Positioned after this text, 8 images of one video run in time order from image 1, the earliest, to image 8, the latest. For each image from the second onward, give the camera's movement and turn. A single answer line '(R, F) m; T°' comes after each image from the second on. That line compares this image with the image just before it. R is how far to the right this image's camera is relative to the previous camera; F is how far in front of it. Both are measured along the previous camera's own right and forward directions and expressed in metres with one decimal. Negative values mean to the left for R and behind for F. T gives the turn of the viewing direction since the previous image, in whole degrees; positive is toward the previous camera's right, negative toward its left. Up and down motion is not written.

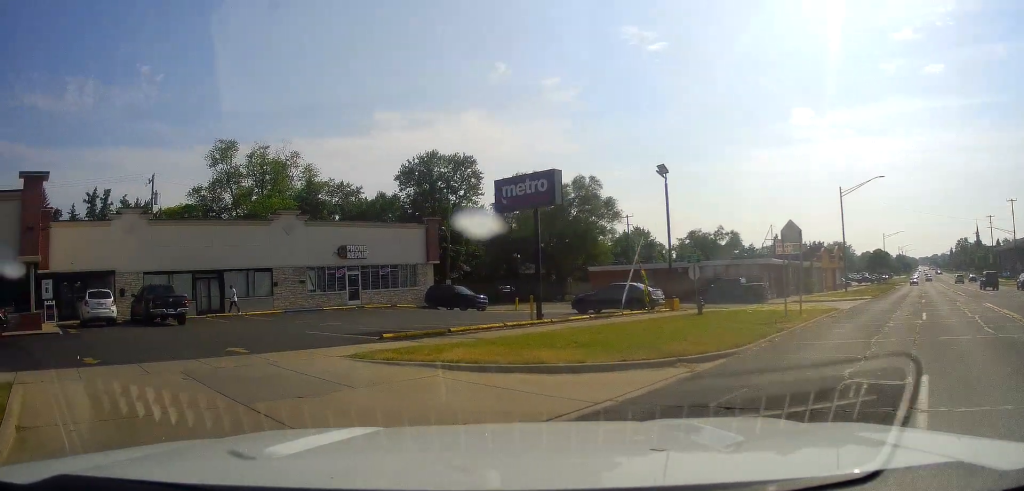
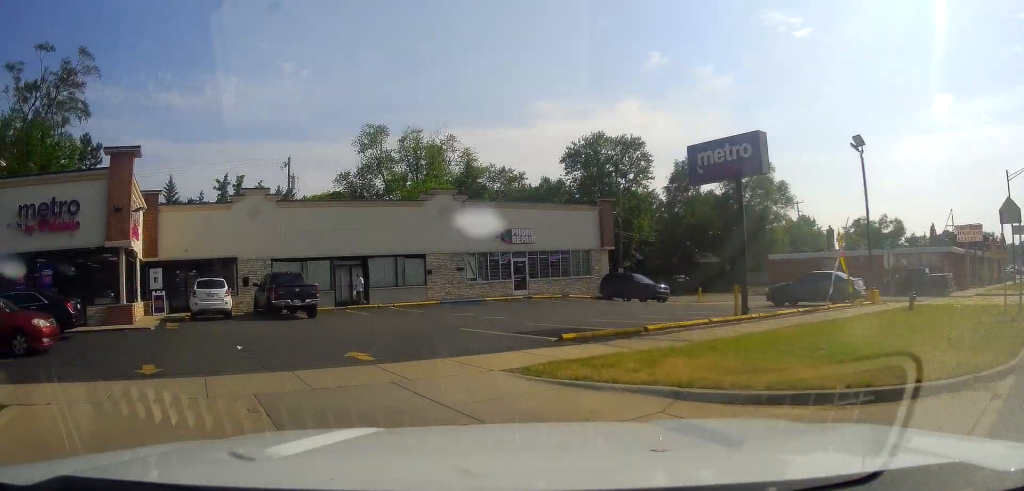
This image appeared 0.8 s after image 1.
(-1.2, +3.8) m; -18°
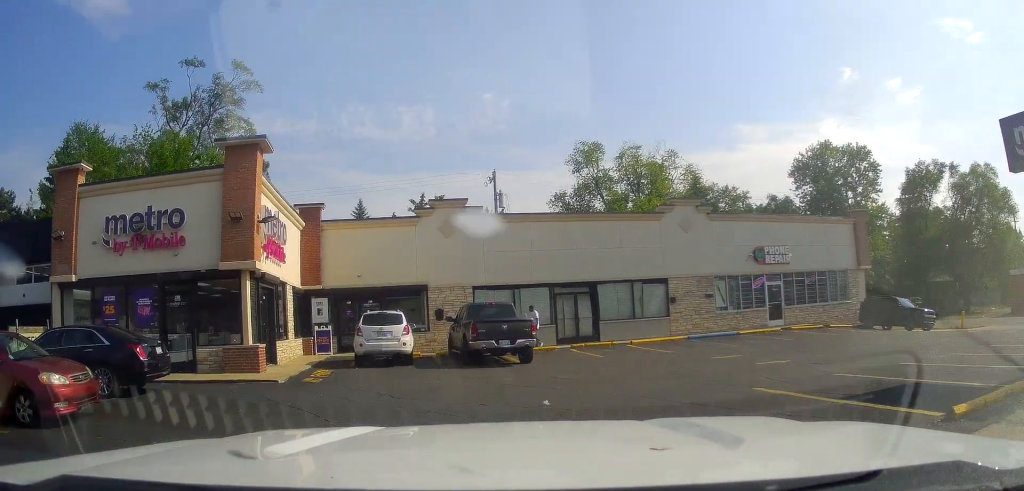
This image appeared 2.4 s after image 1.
(-1.6, +6.8) m; -24°
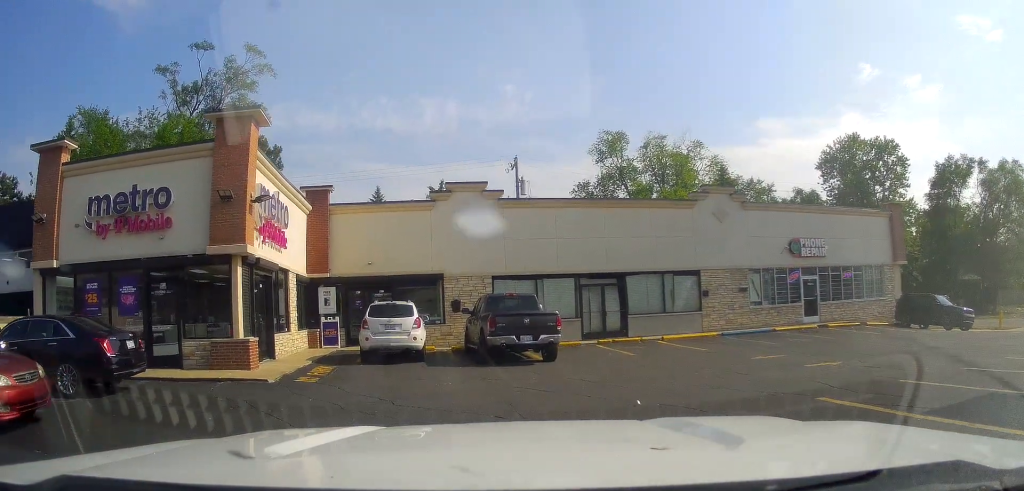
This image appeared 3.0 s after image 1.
(-0.3, +1.8) m; -5°
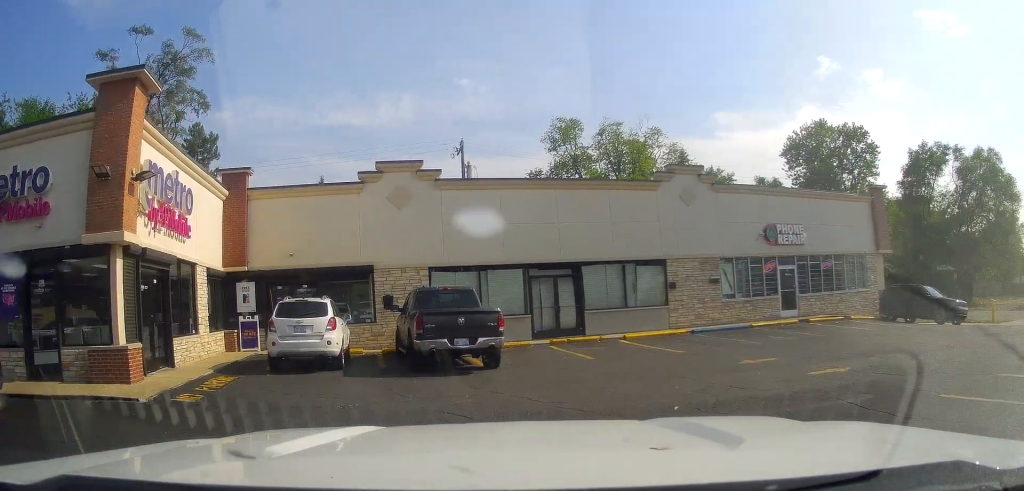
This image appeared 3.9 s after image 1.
(0.0, +2.6) m; +10°
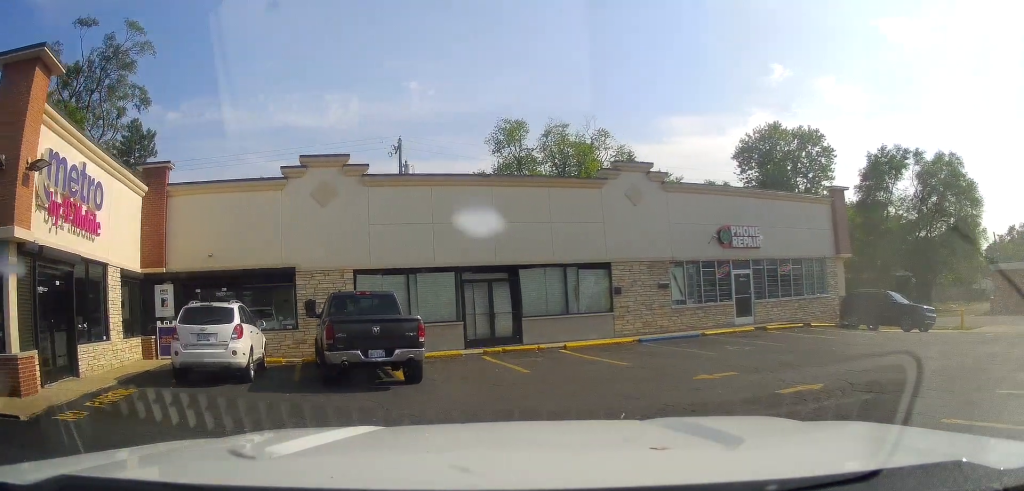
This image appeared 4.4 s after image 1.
(+0.2, +1.5) m; +10°
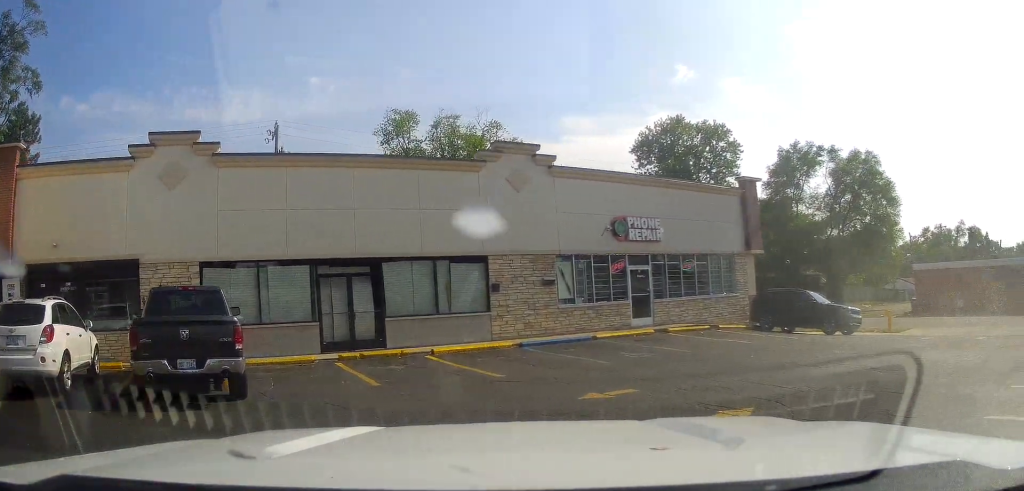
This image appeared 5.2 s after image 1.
(+0.2, +2.3) m; +15°
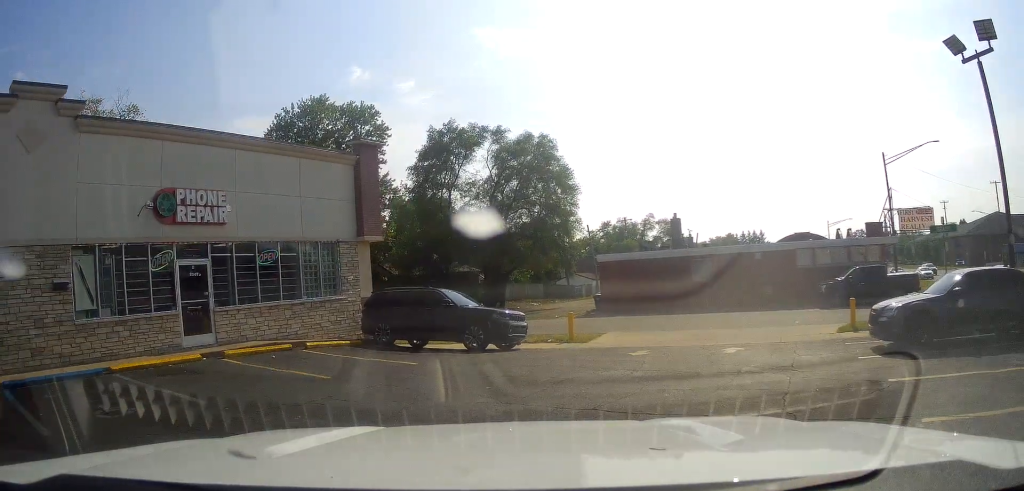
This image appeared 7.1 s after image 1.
(+1.5, +6.8) m; +34°
